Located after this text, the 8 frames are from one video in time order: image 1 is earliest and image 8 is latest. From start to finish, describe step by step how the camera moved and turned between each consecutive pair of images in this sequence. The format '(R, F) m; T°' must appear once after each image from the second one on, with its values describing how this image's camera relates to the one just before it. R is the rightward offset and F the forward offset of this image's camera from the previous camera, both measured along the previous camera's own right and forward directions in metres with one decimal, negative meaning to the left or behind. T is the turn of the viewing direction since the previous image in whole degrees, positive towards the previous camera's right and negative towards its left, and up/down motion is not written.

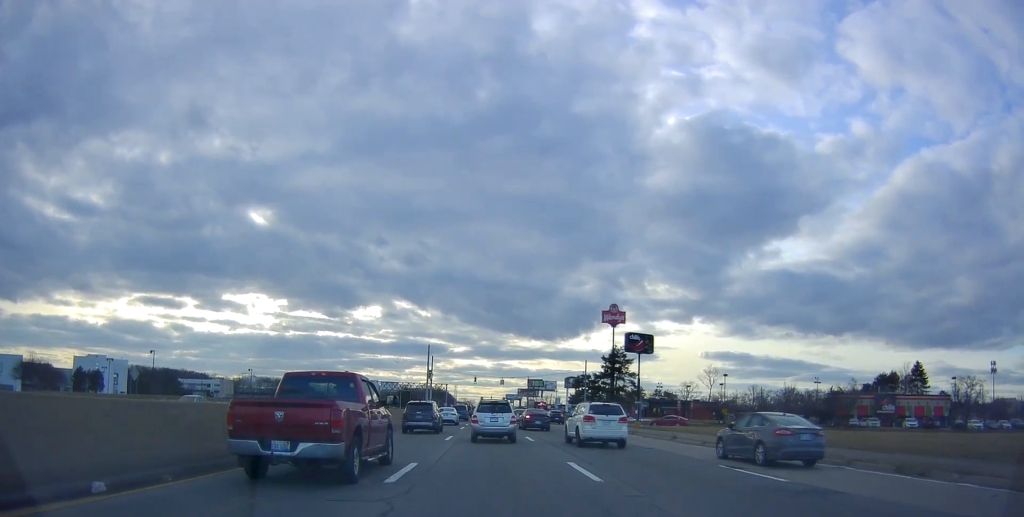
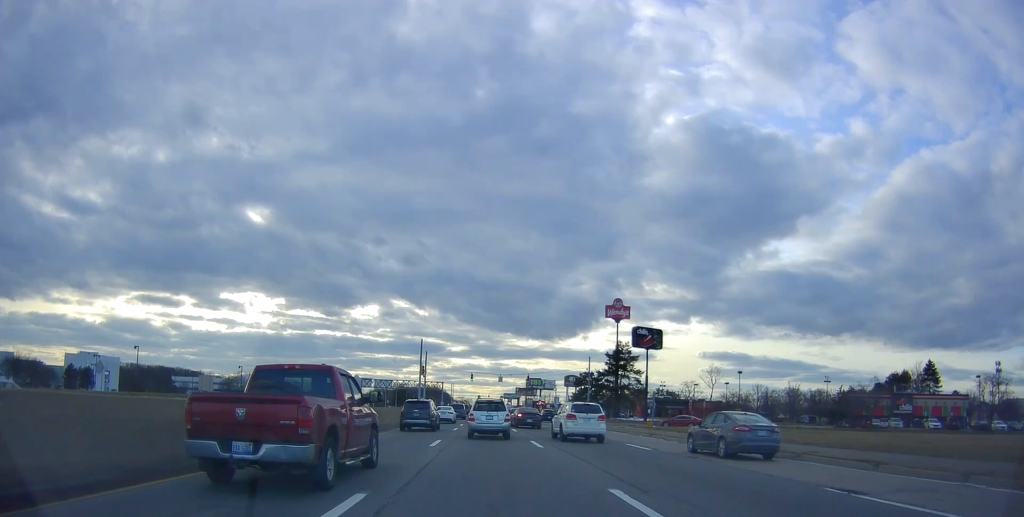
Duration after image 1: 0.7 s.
(0.0, +5.6) m; 0°
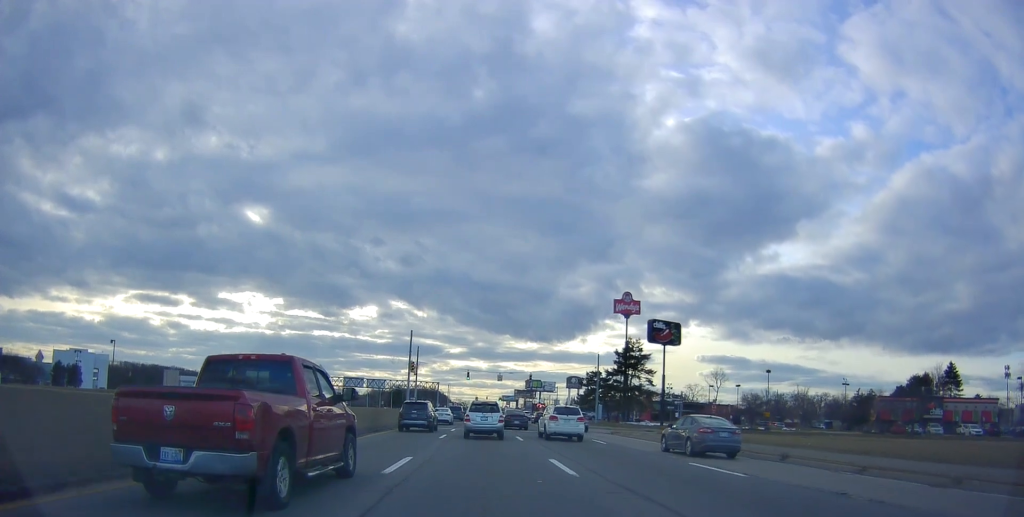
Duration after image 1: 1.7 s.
(0.0, +8.3) m; 0°
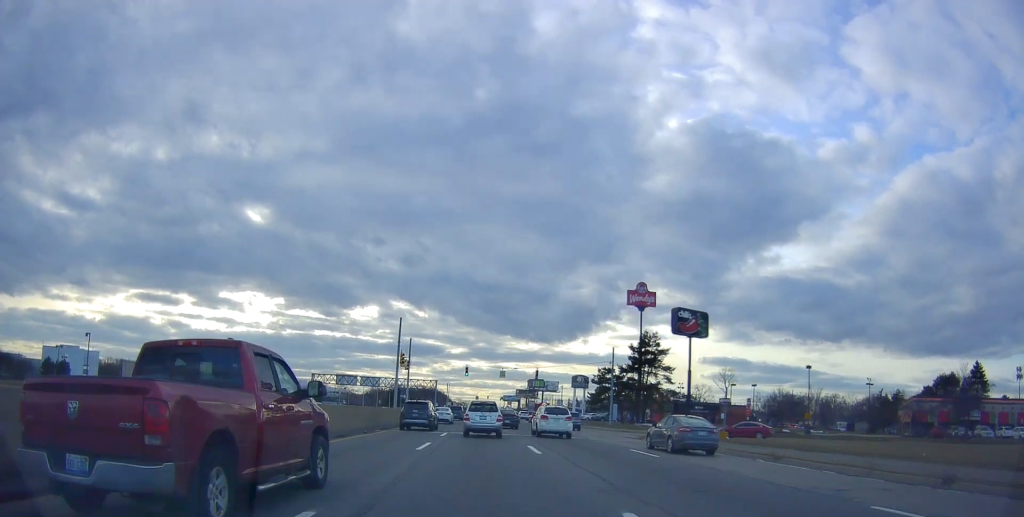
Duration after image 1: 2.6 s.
(0.0, +8.8) m; 0°
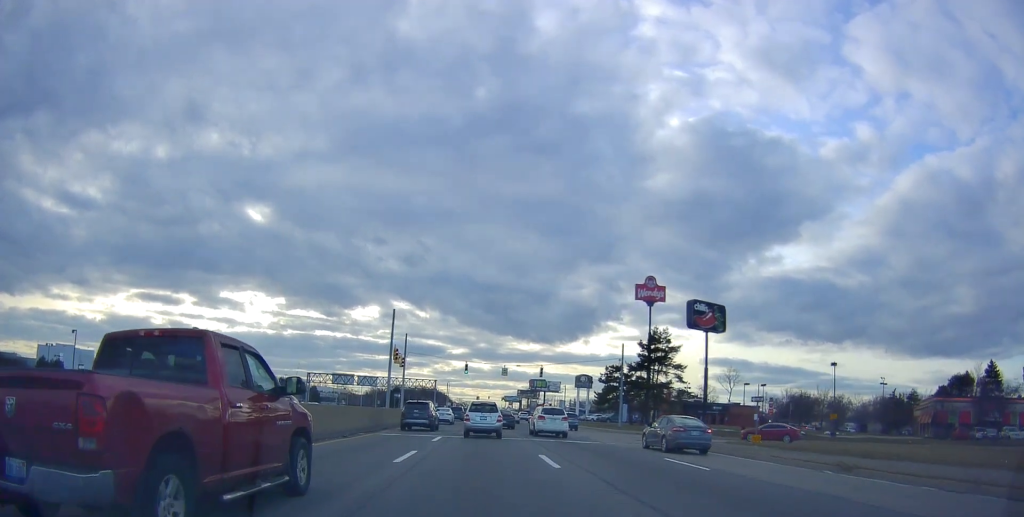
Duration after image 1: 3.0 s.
(0.0, +4.6) m; 0°
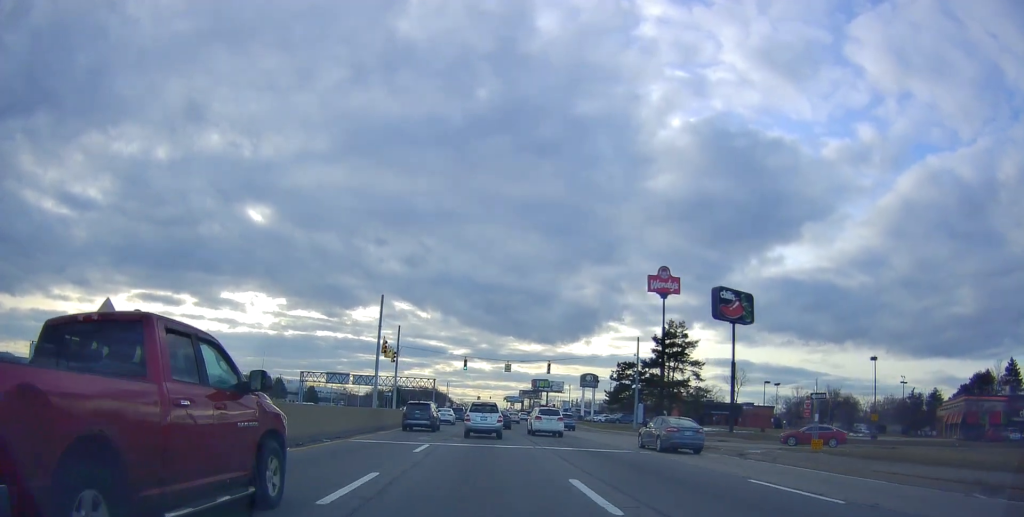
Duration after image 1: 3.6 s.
(0.0, +6.5) m; 0°
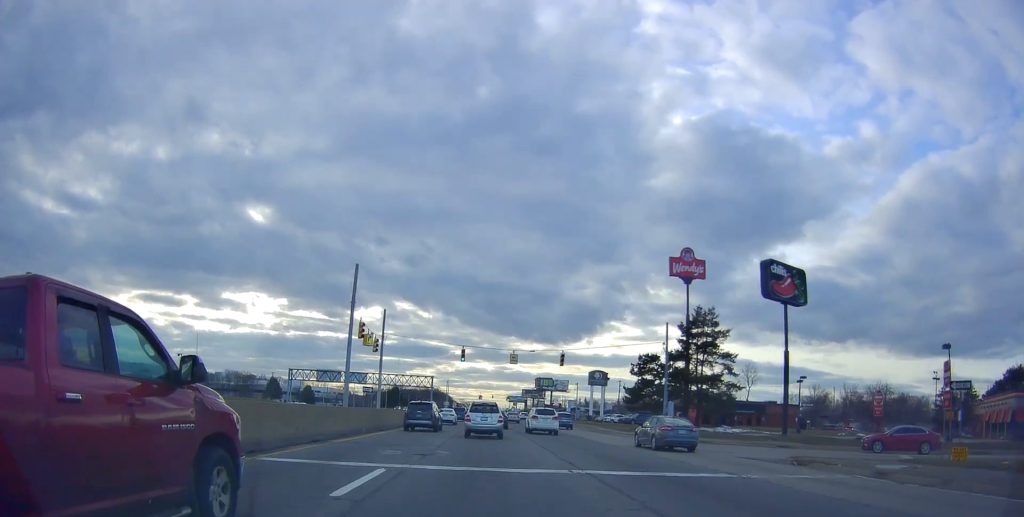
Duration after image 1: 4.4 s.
(0.0, +9.6) m; 0°
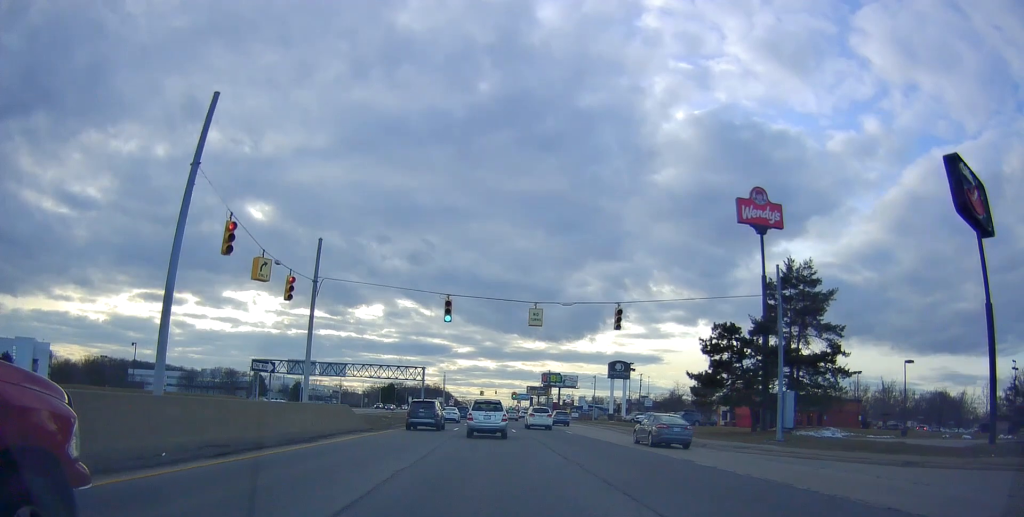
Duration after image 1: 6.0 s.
(0.0, +20.9) m; 0°
